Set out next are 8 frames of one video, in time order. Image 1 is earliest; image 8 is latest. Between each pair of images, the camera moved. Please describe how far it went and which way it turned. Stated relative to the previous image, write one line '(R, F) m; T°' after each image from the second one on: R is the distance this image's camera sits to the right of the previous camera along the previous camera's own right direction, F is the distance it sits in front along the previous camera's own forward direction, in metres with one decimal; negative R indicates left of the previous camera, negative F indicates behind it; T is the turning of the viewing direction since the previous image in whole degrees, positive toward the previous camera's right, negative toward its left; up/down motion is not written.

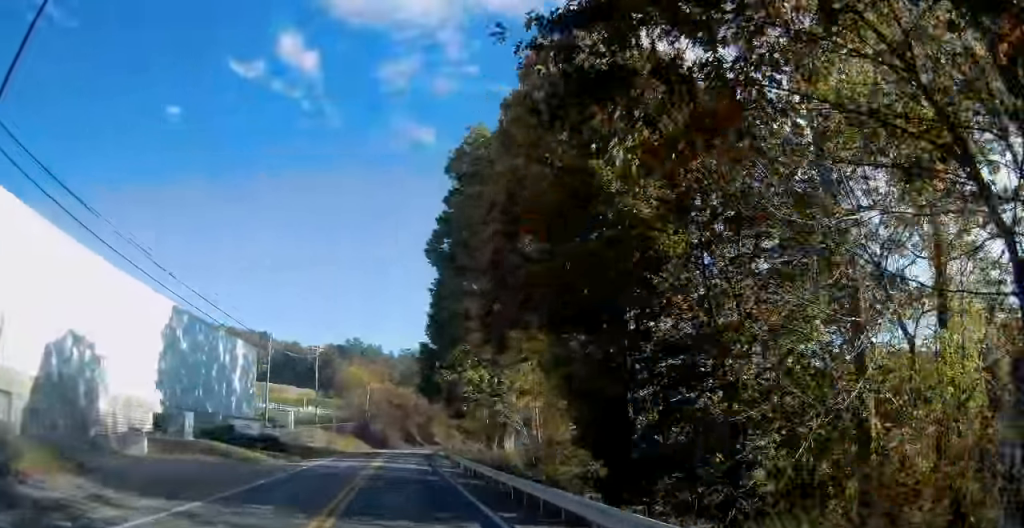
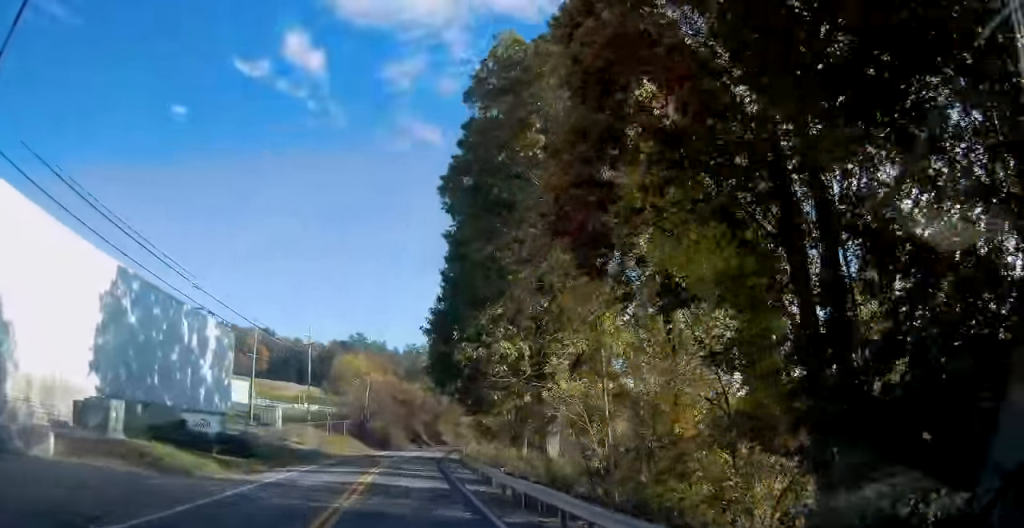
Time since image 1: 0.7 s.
(-0.3, +10.5) m; -1°
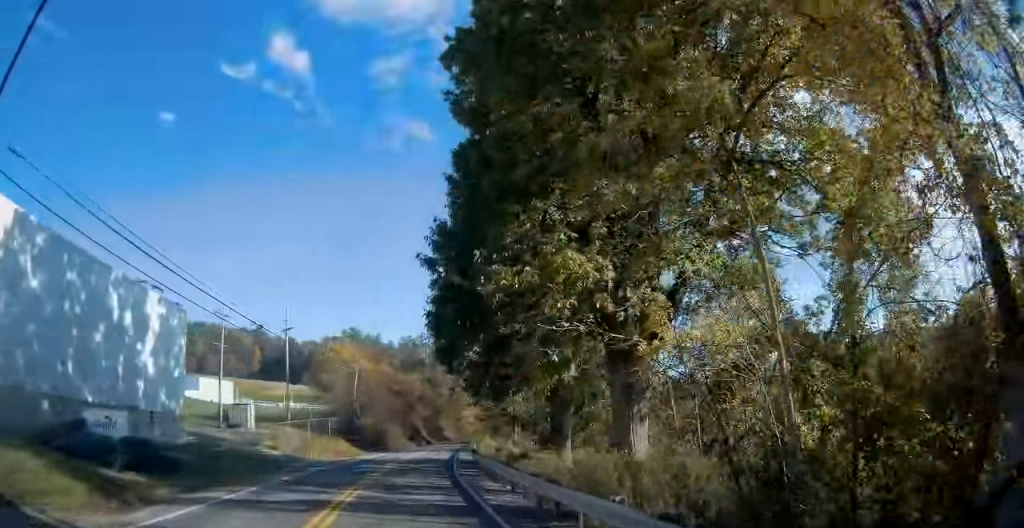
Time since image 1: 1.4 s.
(0.0, +11.2) m; 0°
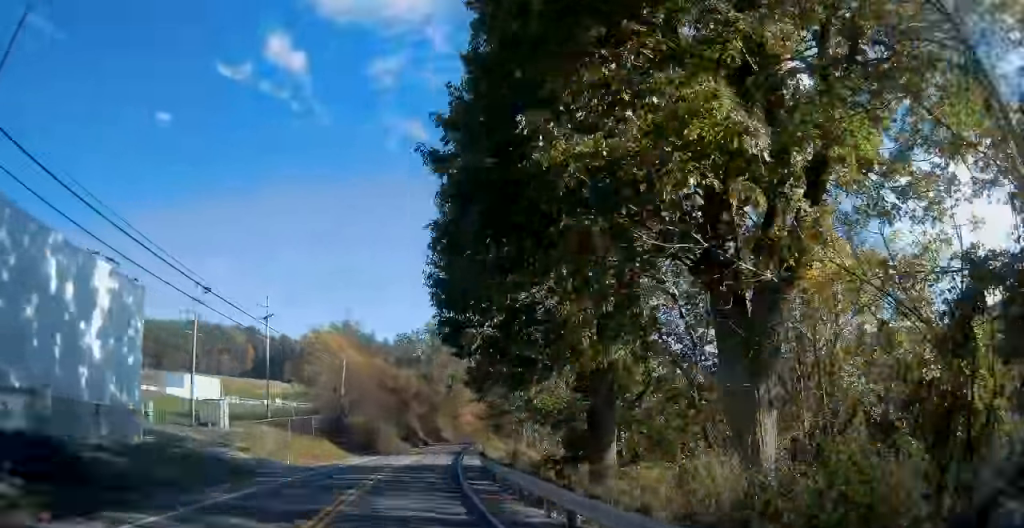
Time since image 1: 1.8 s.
(0.0, +6.9) m; 0°
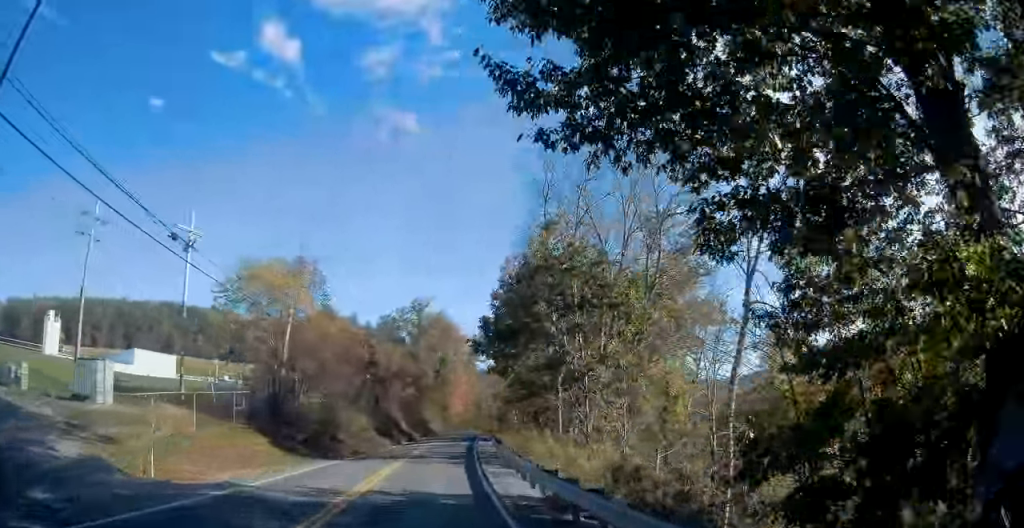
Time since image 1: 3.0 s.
(0.0, +18.8) m; +1°
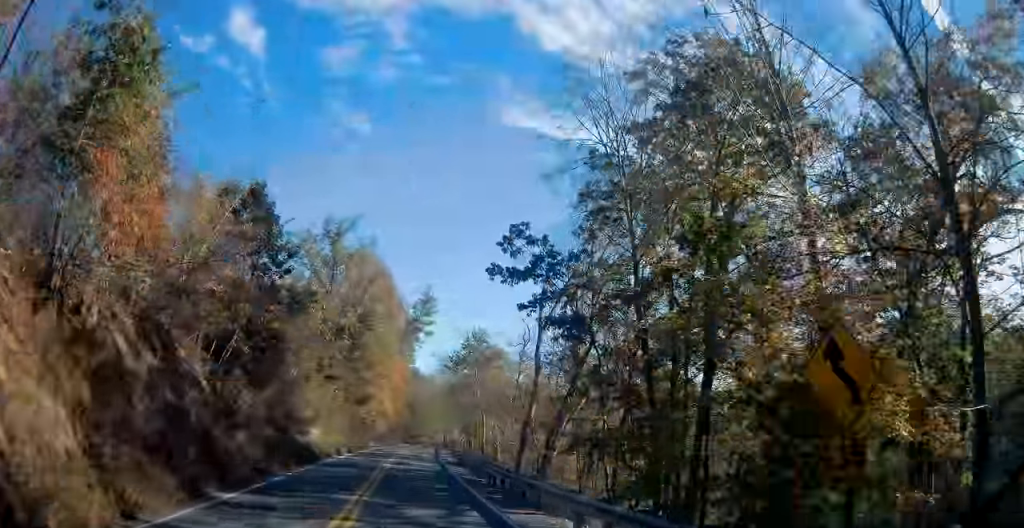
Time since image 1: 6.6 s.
(+4.3, +58.1) m; +8°
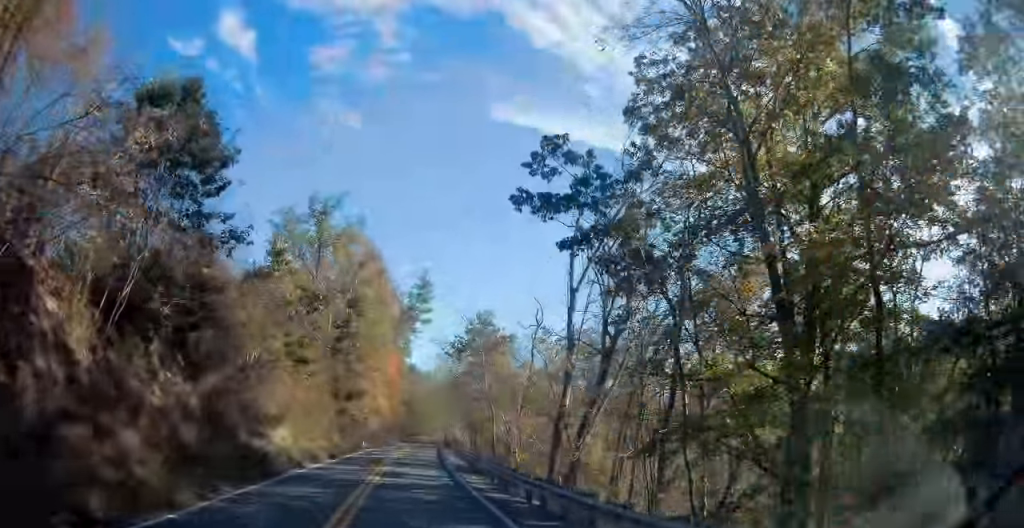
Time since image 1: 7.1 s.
(+0.1, +8.7) m; +1°
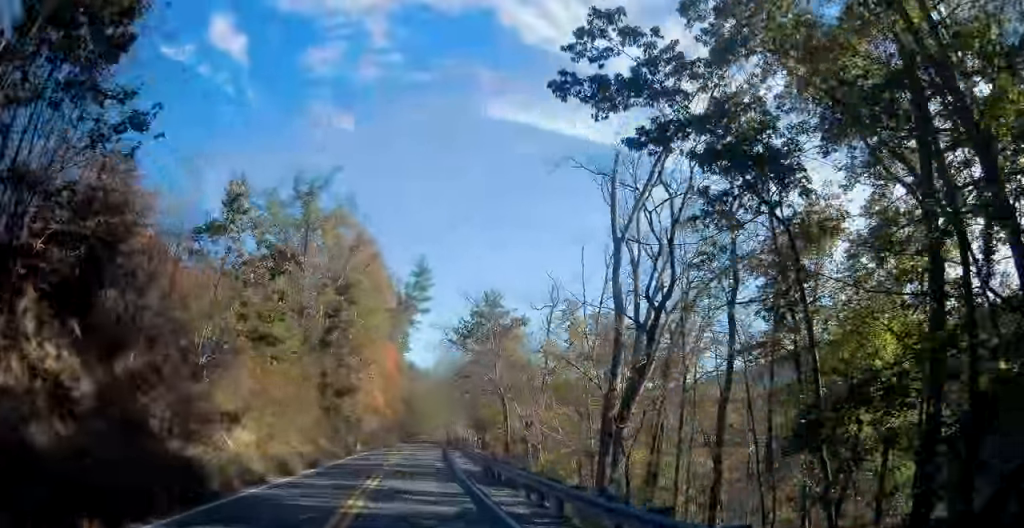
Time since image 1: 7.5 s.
(+0.1, +7.1) m; 0°
